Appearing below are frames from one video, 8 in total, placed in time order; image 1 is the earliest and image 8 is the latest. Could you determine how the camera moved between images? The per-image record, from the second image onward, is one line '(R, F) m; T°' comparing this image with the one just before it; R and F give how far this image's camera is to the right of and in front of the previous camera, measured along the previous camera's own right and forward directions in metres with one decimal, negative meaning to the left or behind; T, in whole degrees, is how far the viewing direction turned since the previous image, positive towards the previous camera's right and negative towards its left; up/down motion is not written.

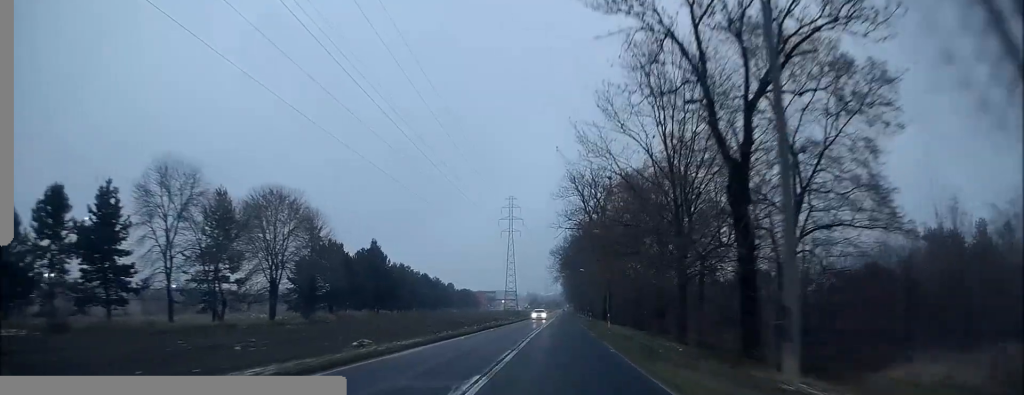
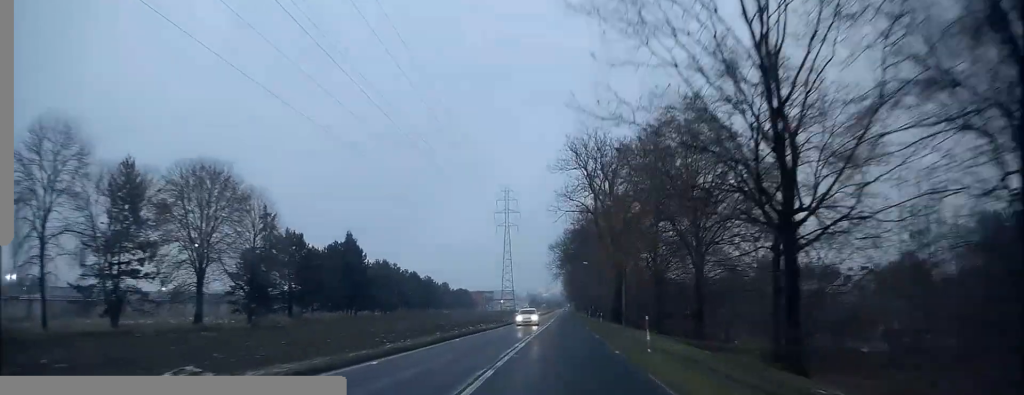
(-0.3, +13.4) m; 0°
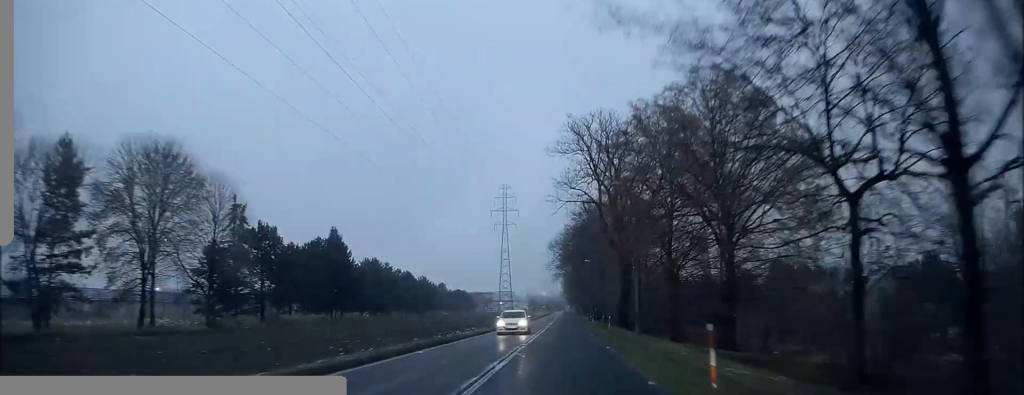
(+0.2, +7.0) m; +1°
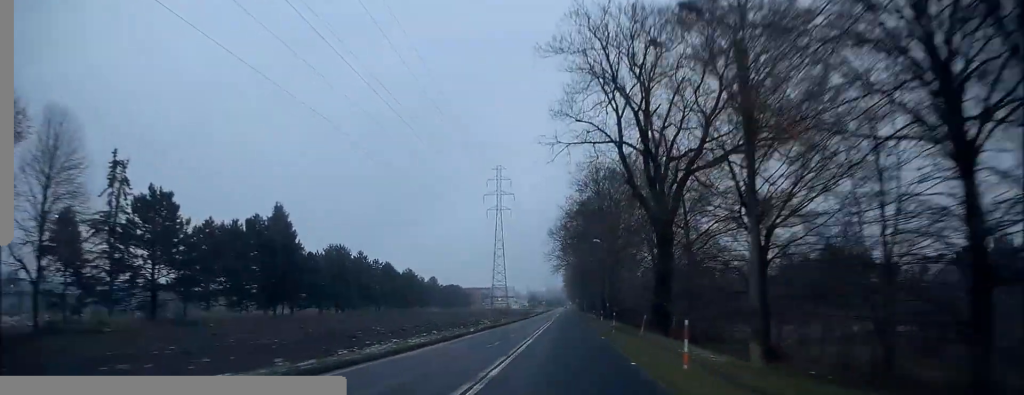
(+0.2, +19.4) m; -1°
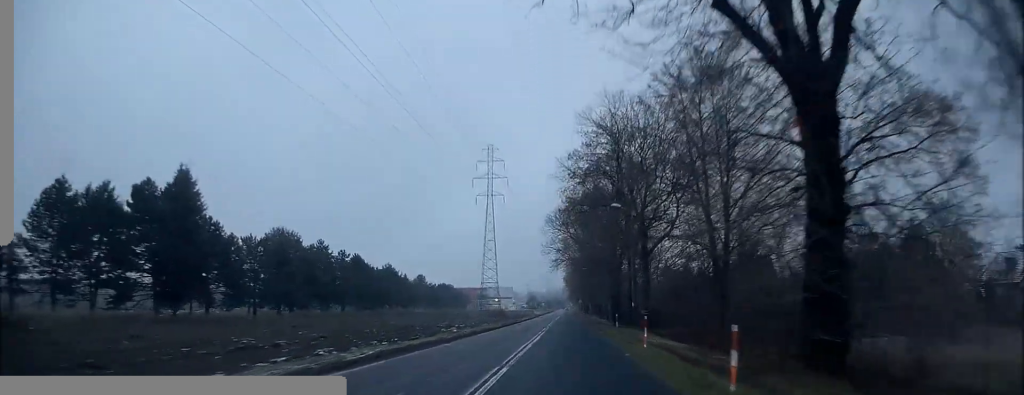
(-0.4, +21.1) m; 0°
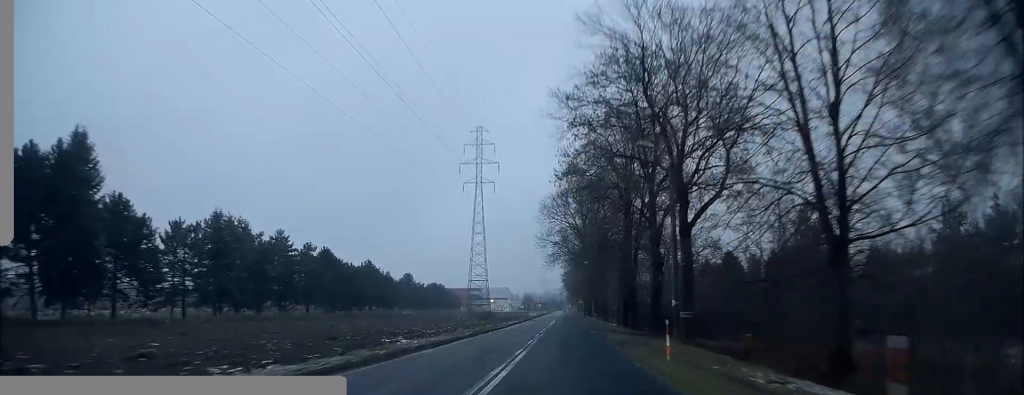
(+0.4, +14.6) m; +1°
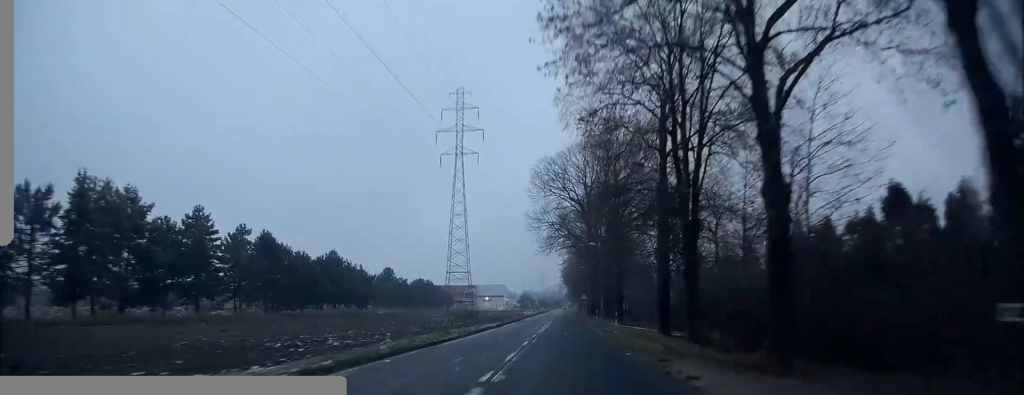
(0.0, +21.1) m; 0°
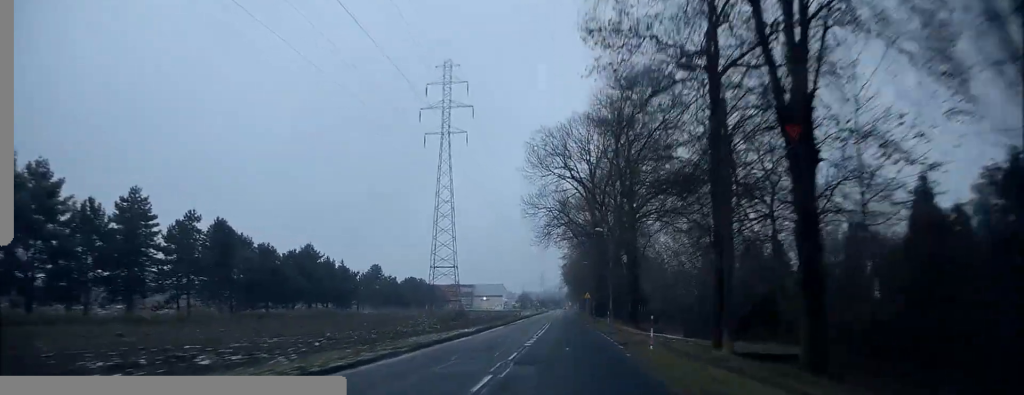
(+0.1, +11.9) m; -1°
